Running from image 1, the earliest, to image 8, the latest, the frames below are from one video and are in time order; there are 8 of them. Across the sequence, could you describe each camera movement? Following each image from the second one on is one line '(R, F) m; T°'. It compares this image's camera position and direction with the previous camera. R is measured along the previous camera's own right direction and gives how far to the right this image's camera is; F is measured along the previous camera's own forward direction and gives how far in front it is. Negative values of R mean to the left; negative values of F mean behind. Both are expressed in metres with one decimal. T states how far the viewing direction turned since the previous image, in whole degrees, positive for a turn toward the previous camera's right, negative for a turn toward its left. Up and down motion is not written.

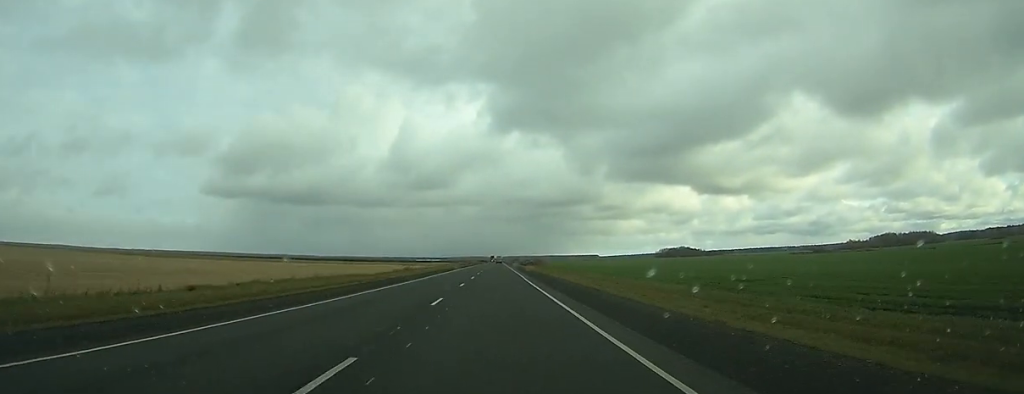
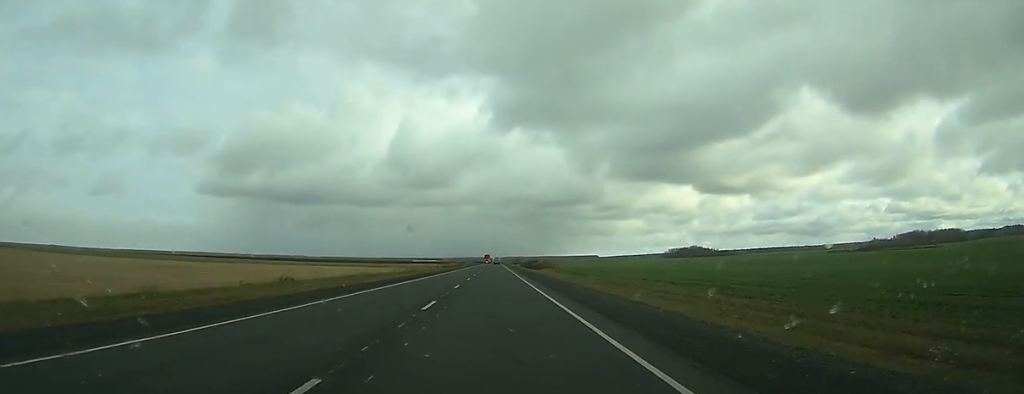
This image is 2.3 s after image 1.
(+0.2, +70.0) m; 0°
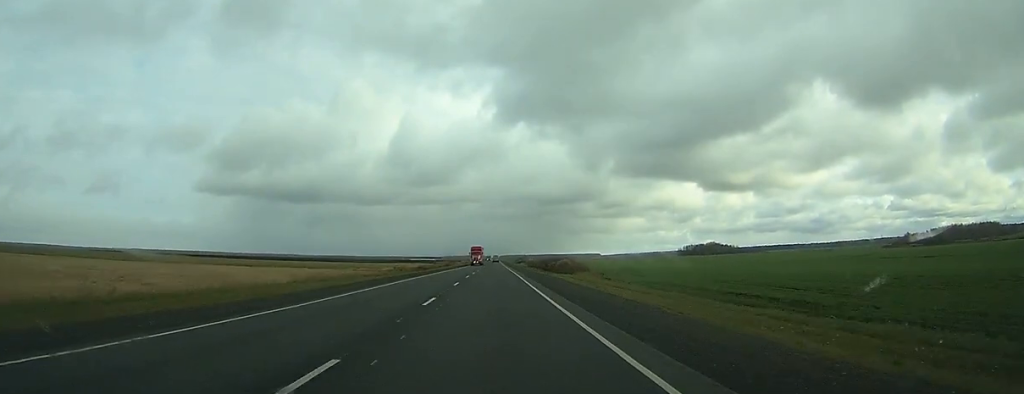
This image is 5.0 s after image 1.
(-0.1, +85.1) m; 0°
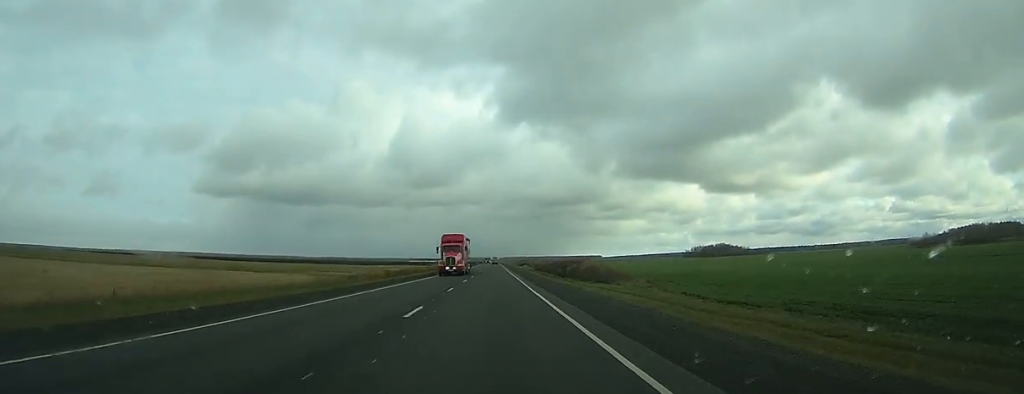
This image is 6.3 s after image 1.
(+0.1, +40.7) m; 0°
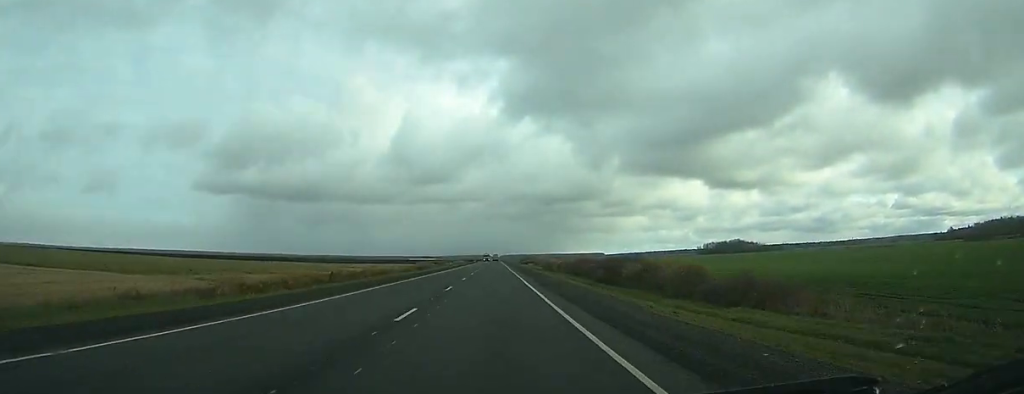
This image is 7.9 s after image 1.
(-0.1, +50.1) m; 0°
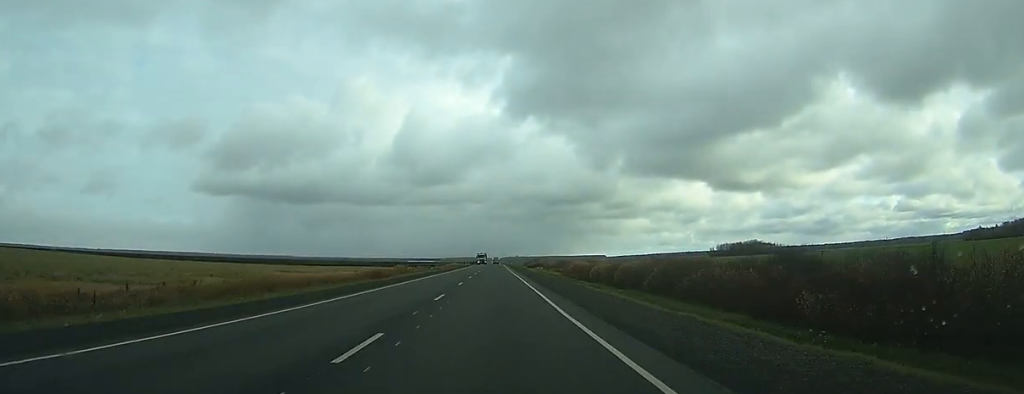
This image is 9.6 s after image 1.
(-0.2, +52.4) m; 0°
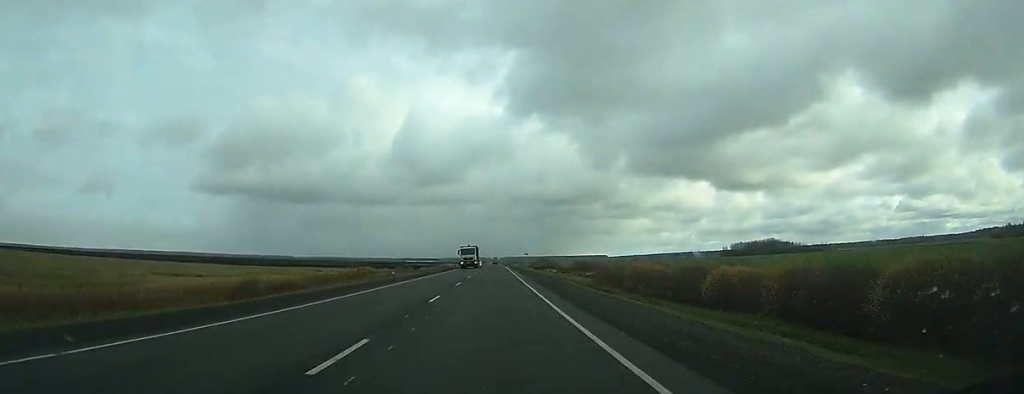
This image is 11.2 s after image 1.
(-0.1, +47.0) m; 0°
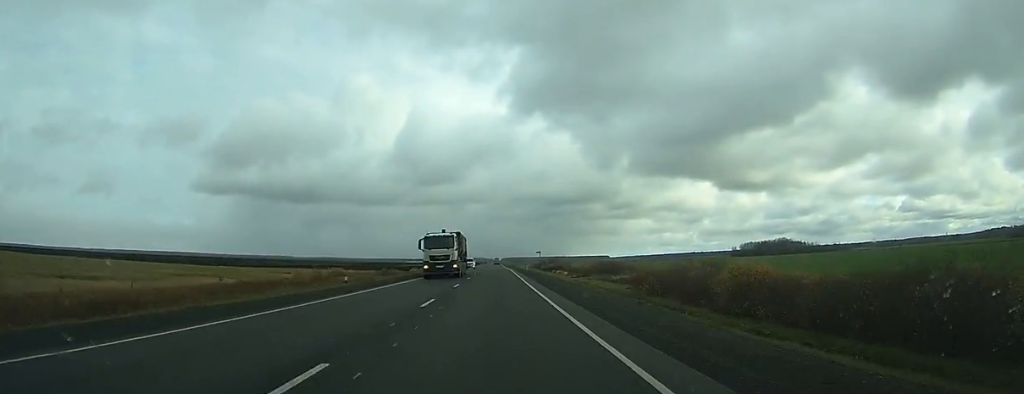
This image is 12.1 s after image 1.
(+0.2, +25.4) m; 0°
